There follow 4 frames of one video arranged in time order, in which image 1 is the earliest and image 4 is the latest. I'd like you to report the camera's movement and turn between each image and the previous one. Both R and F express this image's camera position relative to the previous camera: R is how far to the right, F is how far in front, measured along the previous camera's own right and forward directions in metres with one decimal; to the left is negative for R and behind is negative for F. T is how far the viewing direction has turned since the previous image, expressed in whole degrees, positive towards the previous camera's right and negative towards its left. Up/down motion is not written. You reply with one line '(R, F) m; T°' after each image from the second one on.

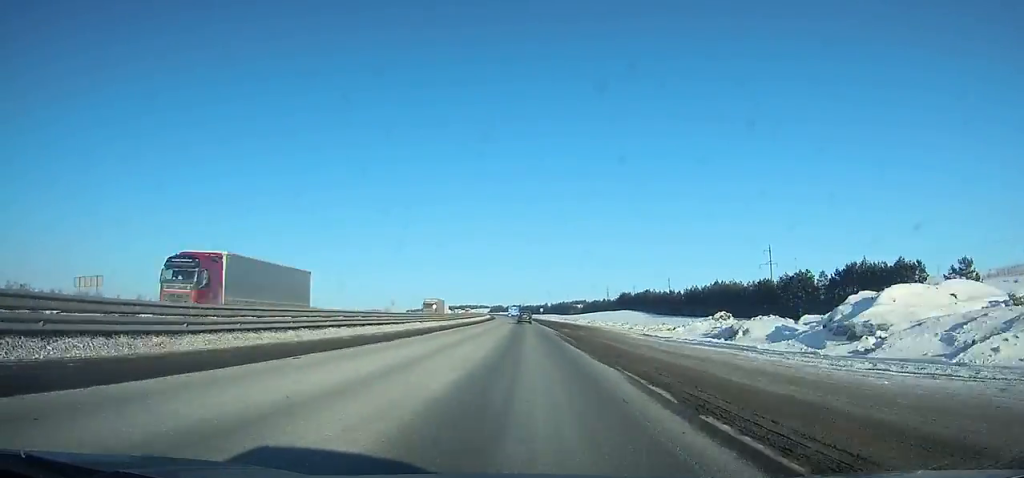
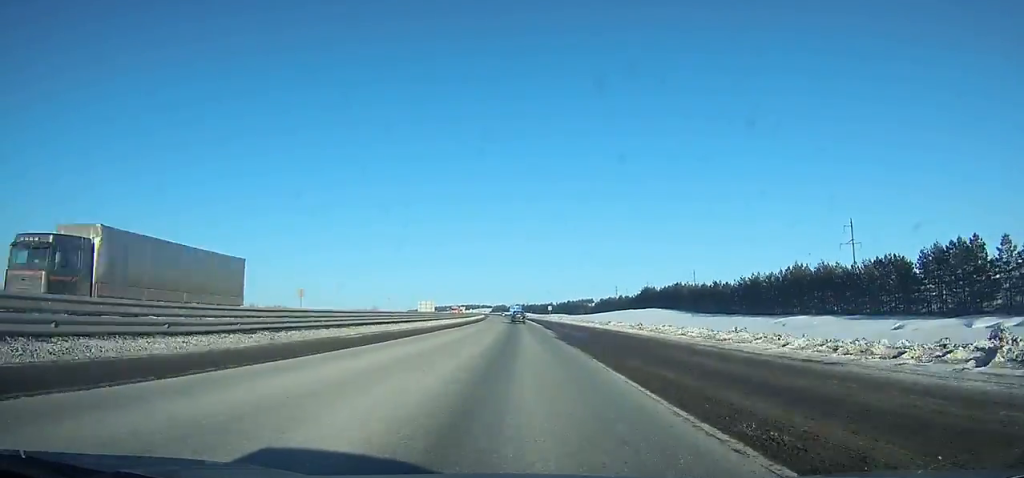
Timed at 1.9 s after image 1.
(-0.2, +46.3) m; 0°
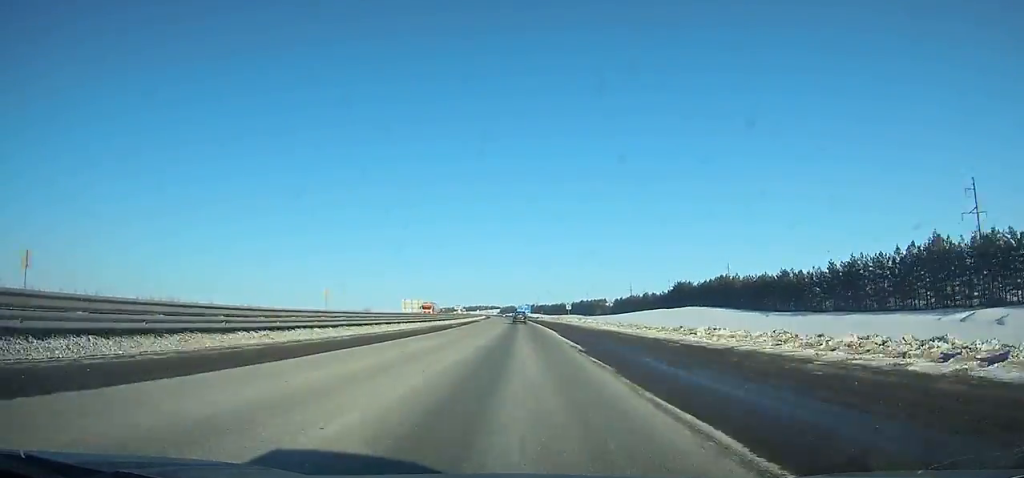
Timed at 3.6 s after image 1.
(-0.1, +41.4) m; -1°
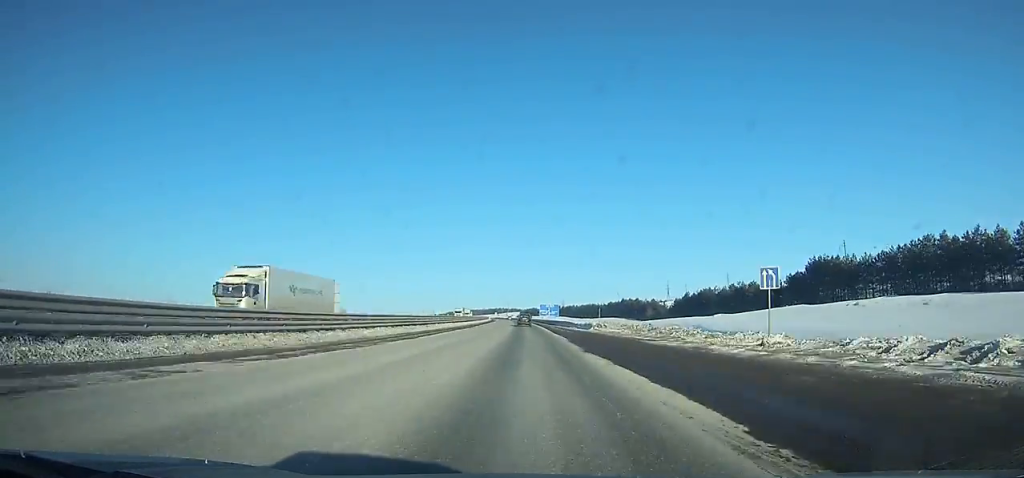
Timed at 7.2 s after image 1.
(-1.2, +87.9) m; -2°
